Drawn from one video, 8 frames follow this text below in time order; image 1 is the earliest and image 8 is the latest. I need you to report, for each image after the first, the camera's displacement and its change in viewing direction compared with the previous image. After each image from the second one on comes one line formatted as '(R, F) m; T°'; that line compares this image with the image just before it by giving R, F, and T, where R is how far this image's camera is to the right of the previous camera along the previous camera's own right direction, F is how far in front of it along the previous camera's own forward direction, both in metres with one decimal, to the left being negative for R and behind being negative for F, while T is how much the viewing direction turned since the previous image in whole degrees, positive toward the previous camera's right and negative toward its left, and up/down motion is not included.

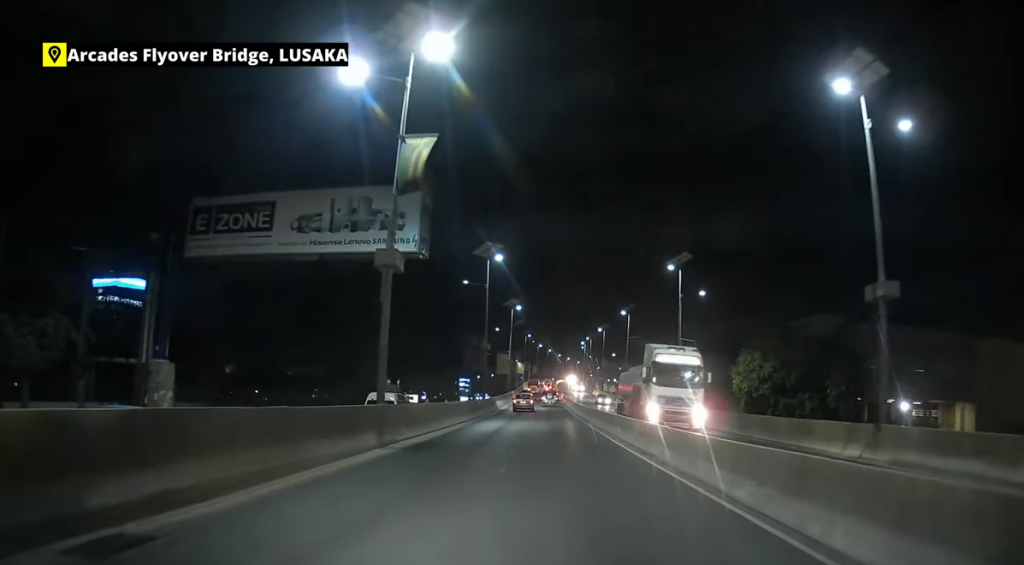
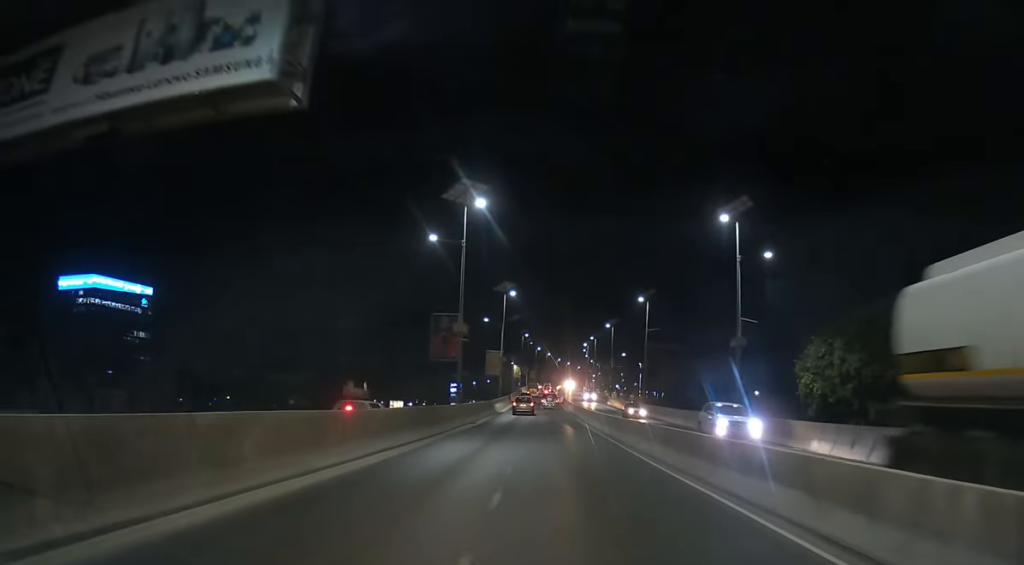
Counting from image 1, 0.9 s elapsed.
(-0.1, +17.1) m; 0°
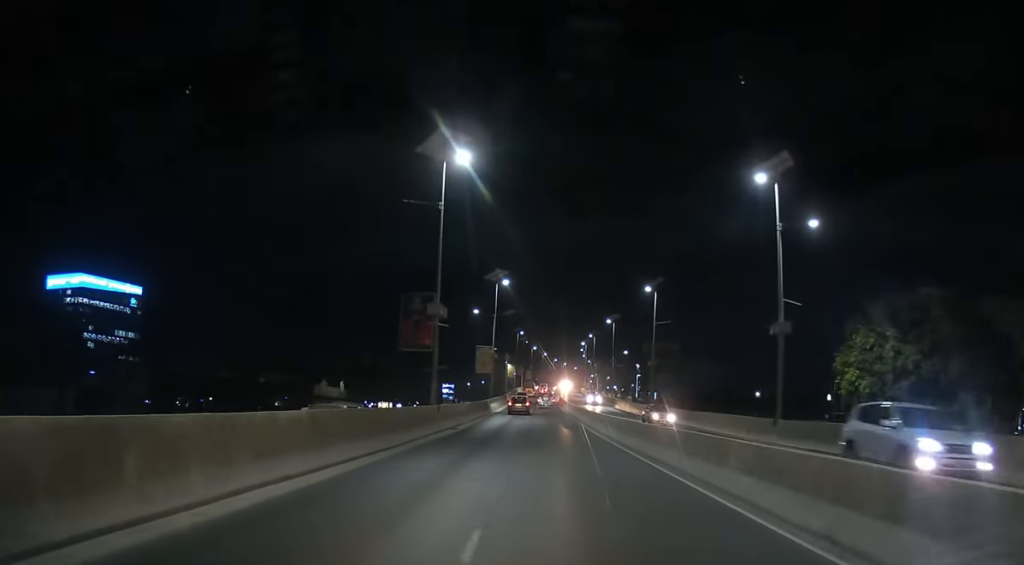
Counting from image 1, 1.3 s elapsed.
(0.0, +7.6) m; 0°
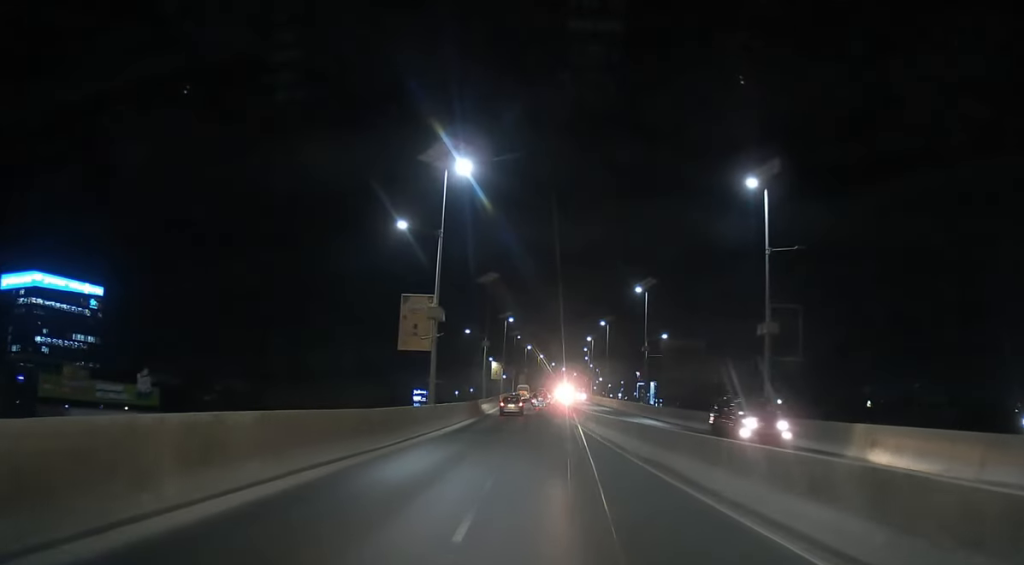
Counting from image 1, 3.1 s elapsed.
(+0.4, +35.3) m; +1°
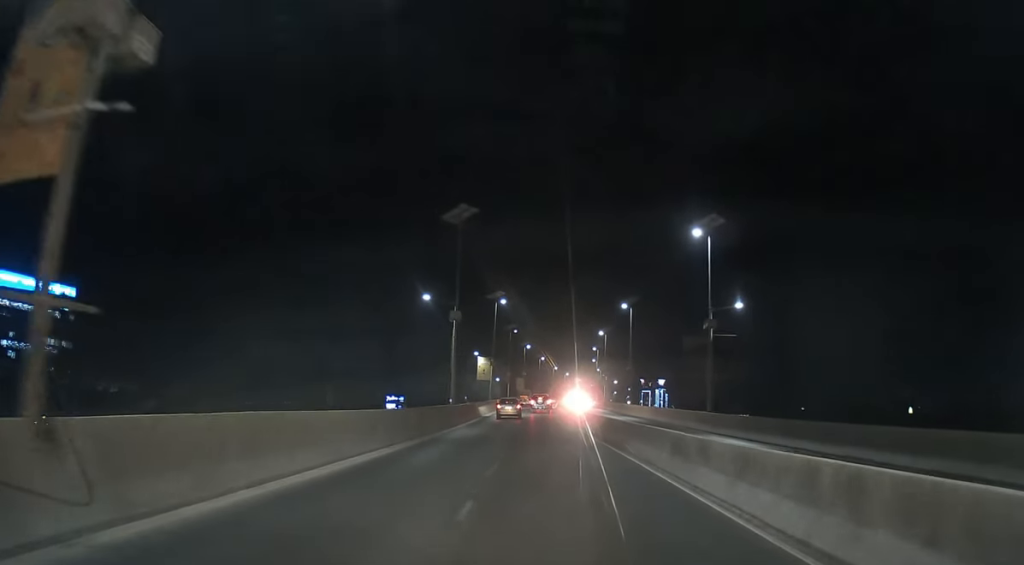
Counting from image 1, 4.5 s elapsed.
(0.0, +25.7) m; -1°
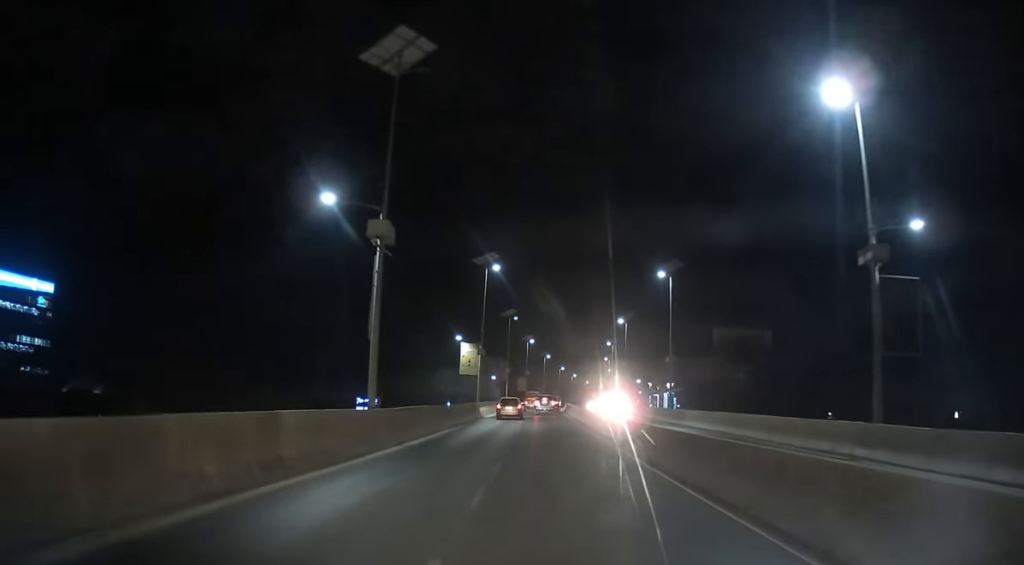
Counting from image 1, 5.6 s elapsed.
(-0.2, +21.5) m; -1°
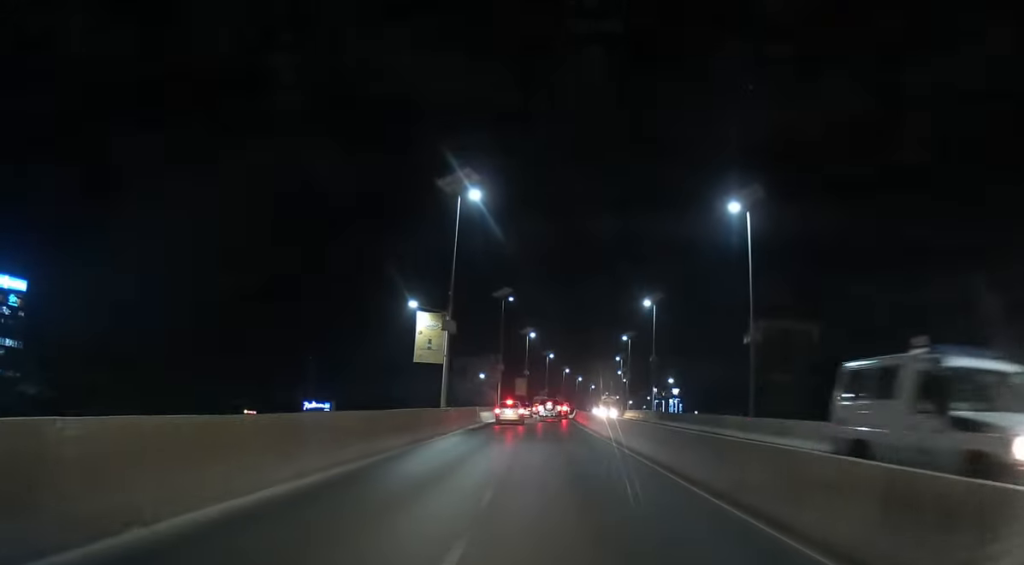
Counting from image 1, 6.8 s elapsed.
(+0.1, +21.8) m; 0°
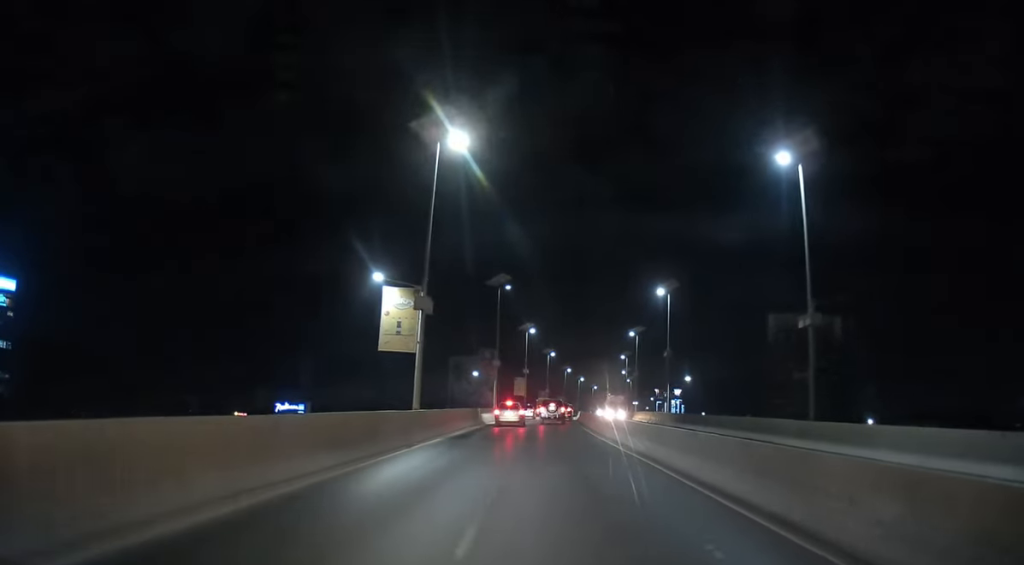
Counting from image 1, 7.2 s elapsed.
(0.0, +8.0) m; 0°
